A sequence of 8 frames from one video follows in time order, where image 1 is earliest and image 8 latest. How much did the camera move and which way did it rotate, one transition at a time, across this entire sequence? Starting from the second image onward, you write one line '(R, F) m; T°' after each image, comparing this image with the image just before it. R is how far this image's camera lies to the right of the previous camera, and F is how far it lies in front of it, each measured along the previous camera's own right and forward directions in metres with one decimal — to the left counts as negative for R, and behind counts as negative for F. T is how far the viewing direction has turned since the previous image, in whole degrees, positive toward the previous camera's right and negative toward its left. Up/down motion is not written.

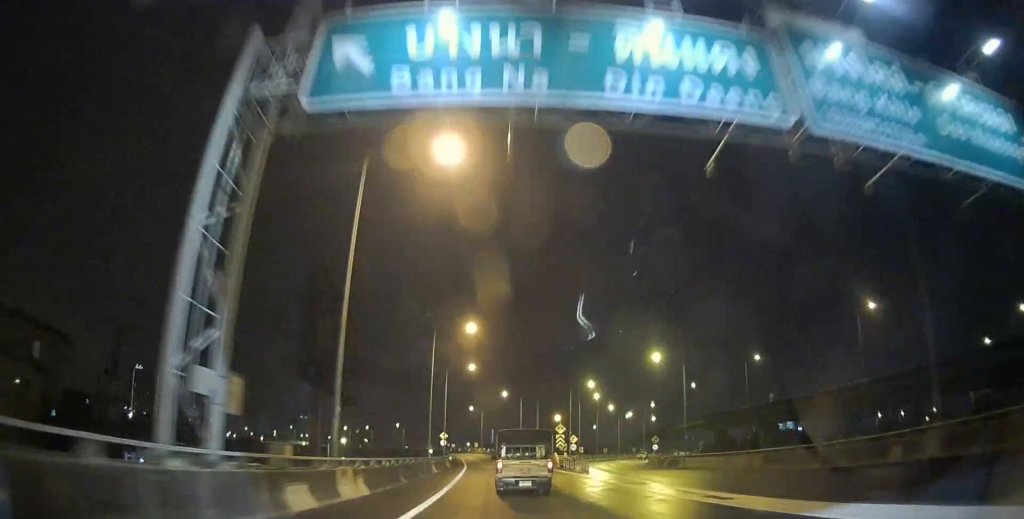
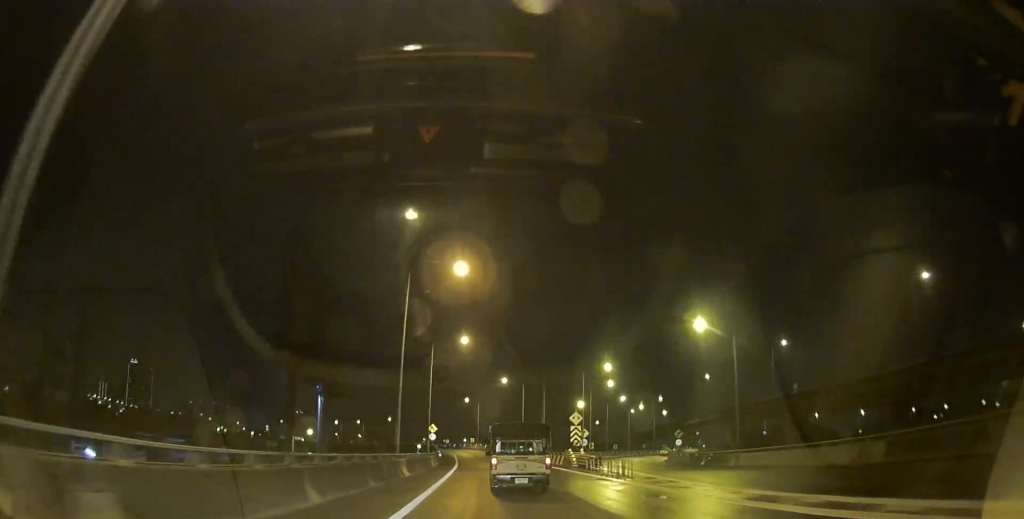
(0.0, +11.8) m; 0°
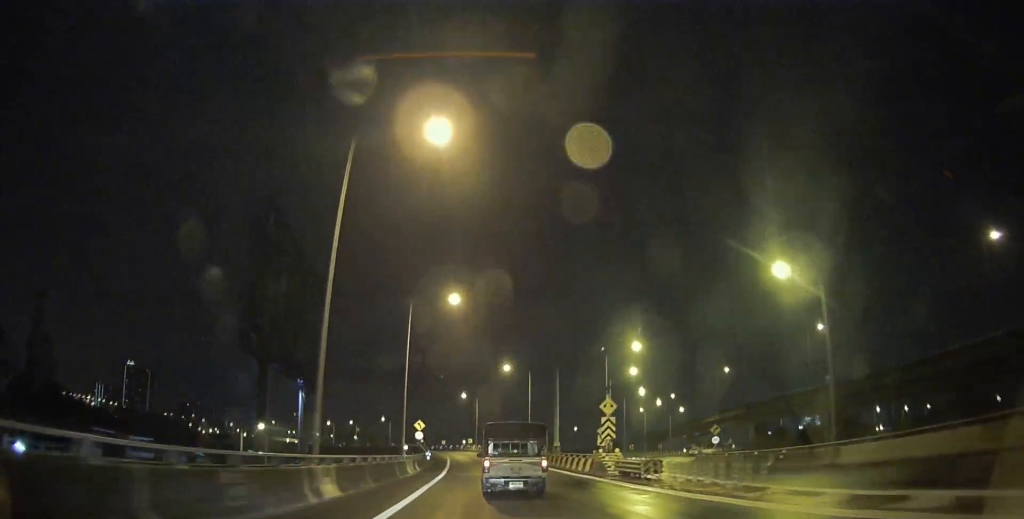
(0.0, +12.3) m; 0°
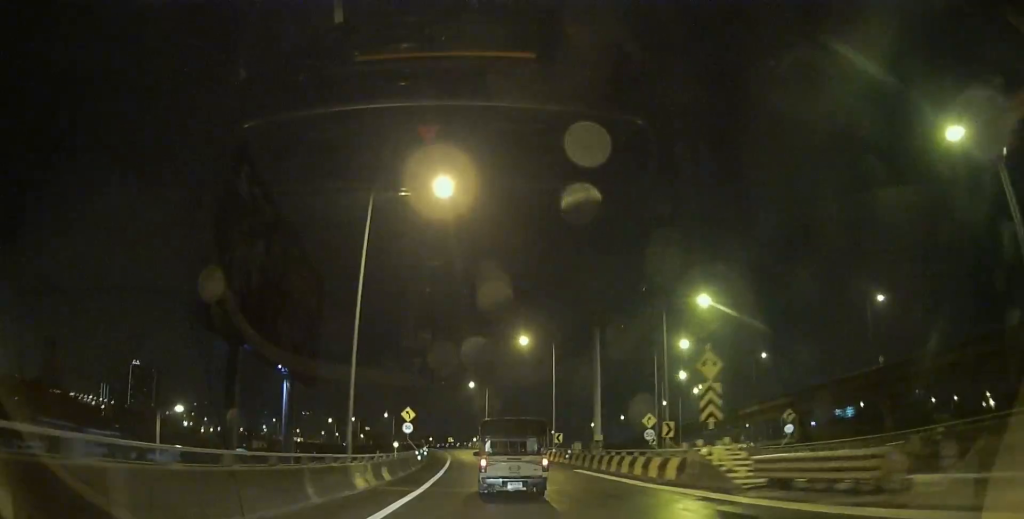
(0.0, +14.3) m; 0°
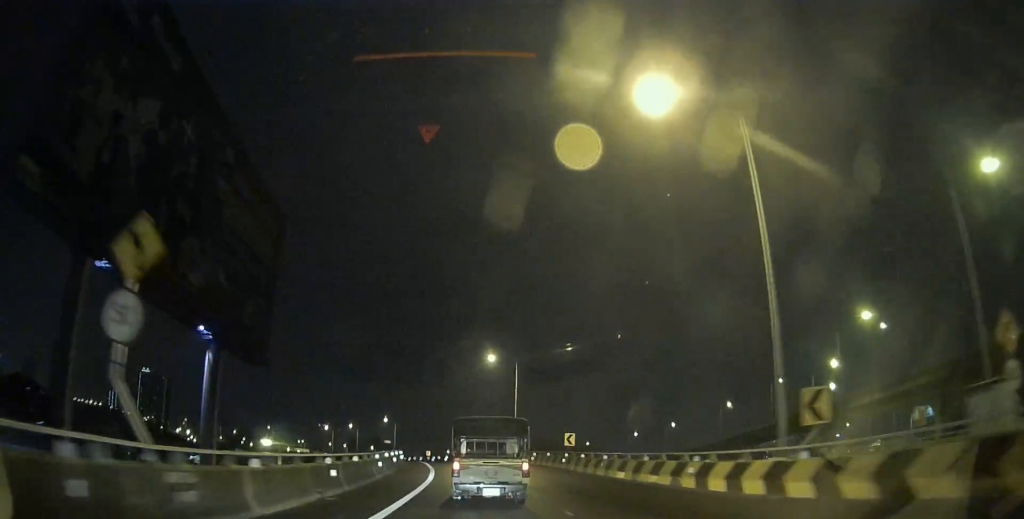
(-0.7, +35.0) m; -2°
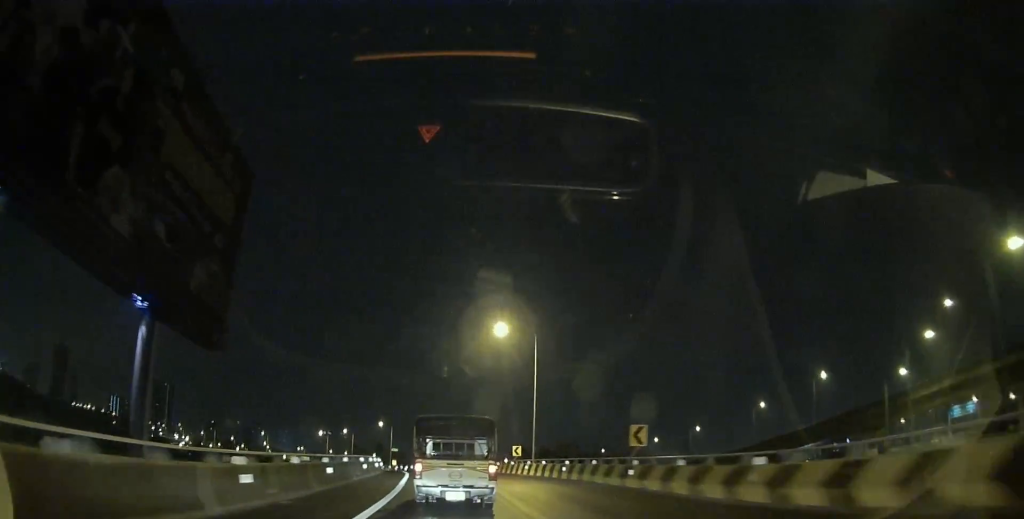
(-0.1, +15.7) m; -1°
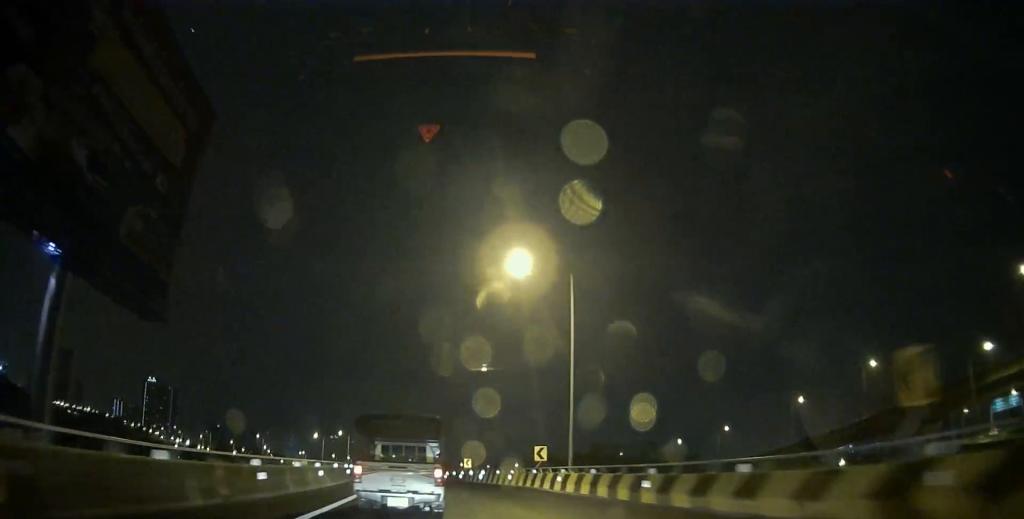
(-0.1, +14.0) m; -1°
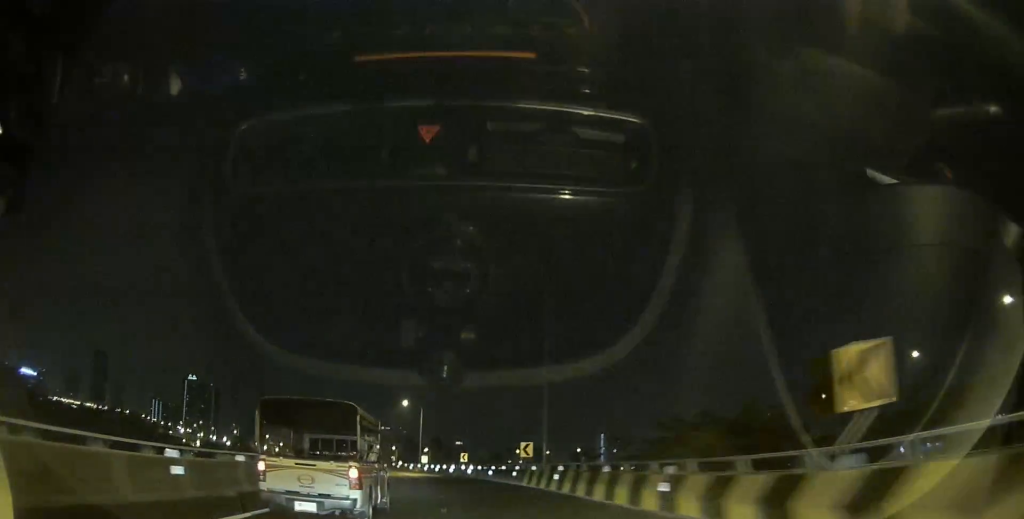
(-0.3, +24.5) m; -2°
